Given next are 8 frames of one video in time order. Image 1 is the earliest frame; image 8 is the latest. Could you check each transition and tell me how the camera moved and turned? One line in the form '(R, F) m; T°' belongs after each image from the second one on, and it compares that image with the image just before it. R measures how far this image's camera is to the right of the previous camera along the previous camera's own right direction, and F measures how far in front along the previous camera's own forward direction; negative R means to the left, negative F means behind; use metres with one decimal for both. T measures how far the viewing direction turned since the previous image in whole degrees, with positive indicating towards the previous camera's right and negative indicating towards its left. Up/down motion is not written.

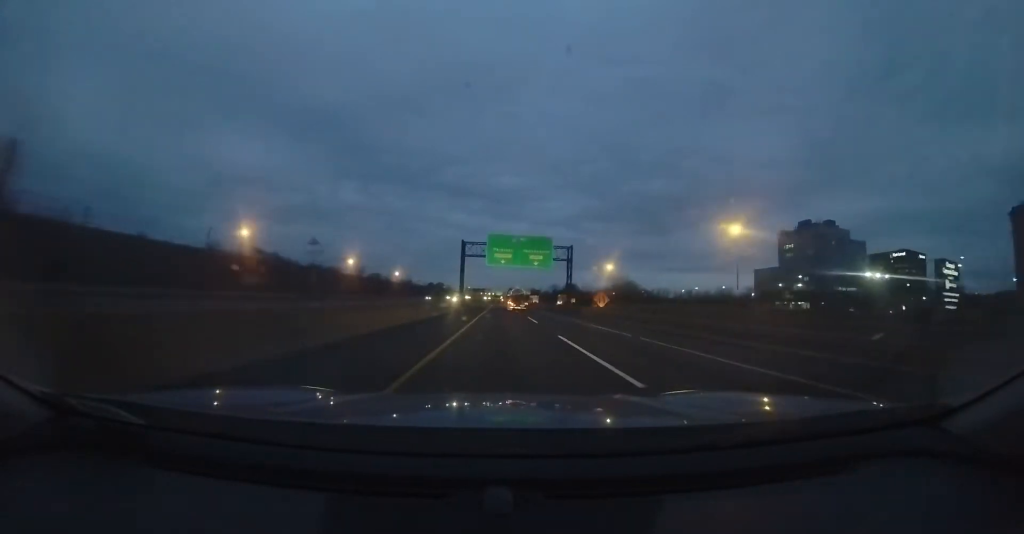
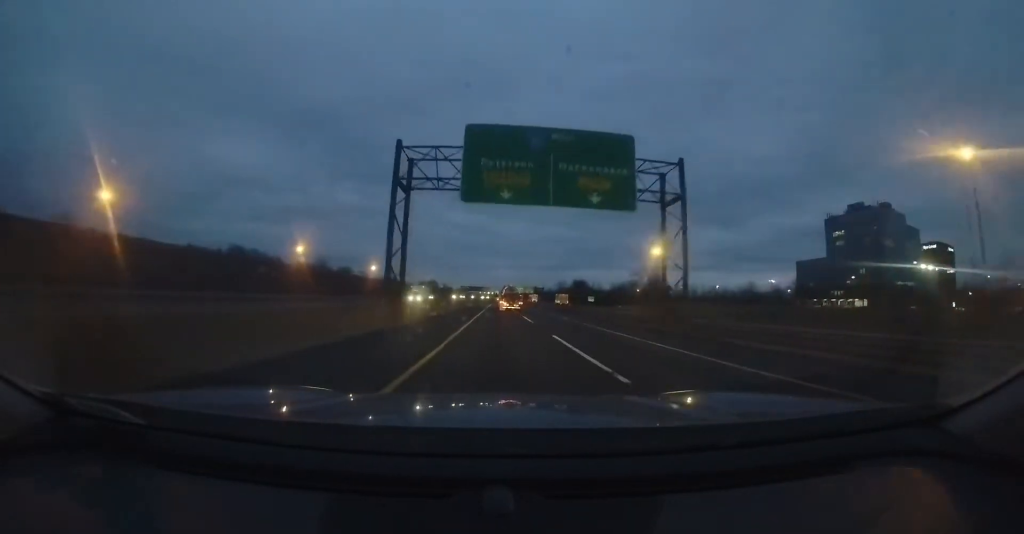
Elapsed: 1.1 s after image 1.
(+0.2, +30.3) m; 0°
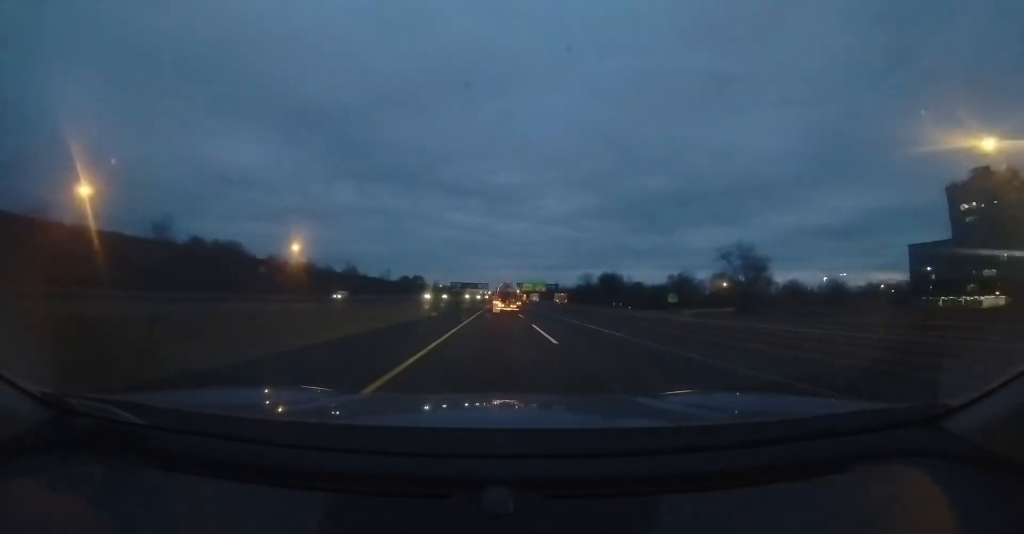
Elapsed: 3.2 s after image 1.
(-0.4, +55.5) m; -1°
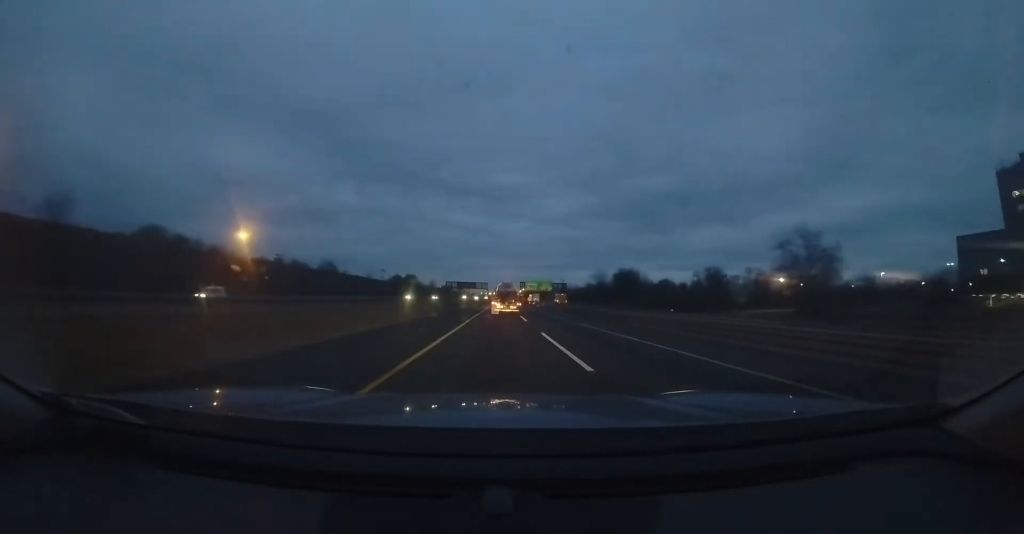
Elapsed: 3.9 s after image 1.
(0.0, +19.3) m; 0°
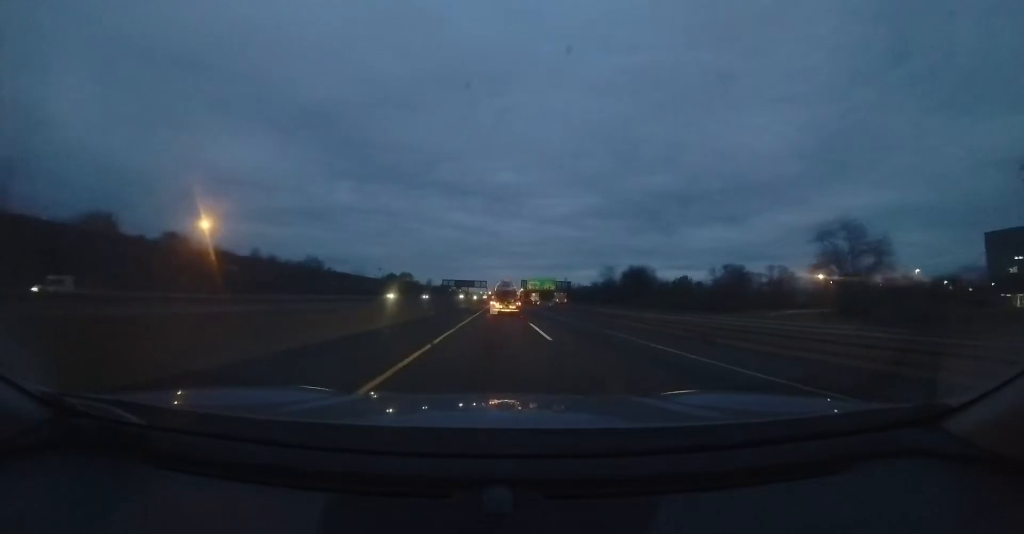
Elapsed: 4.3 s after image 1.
(+0.1, +10.5) m; 0°
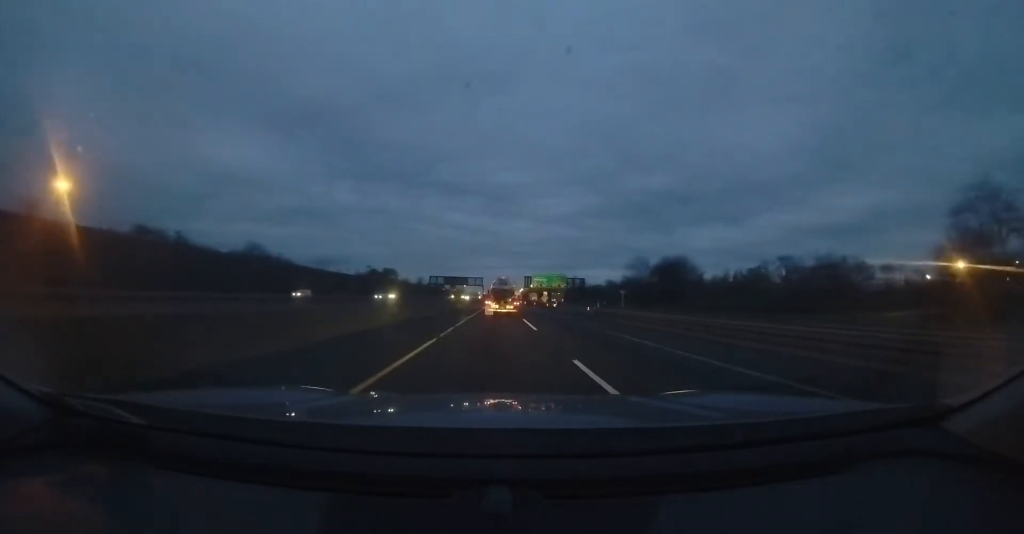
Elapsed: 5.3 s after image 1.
(-0.3, +26.8) m; 0°
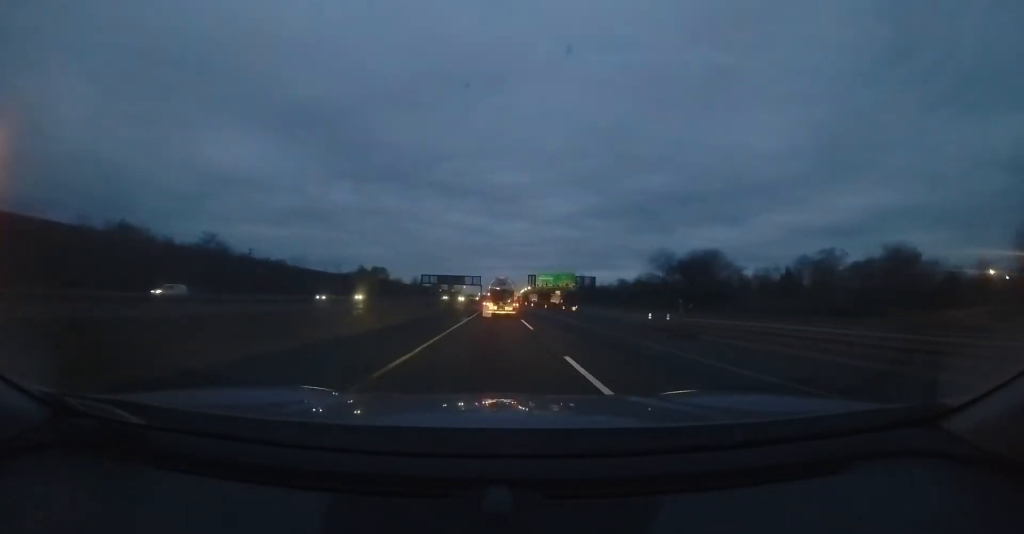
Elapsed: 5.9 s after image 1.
(+0.2, +14.5) m; 0°
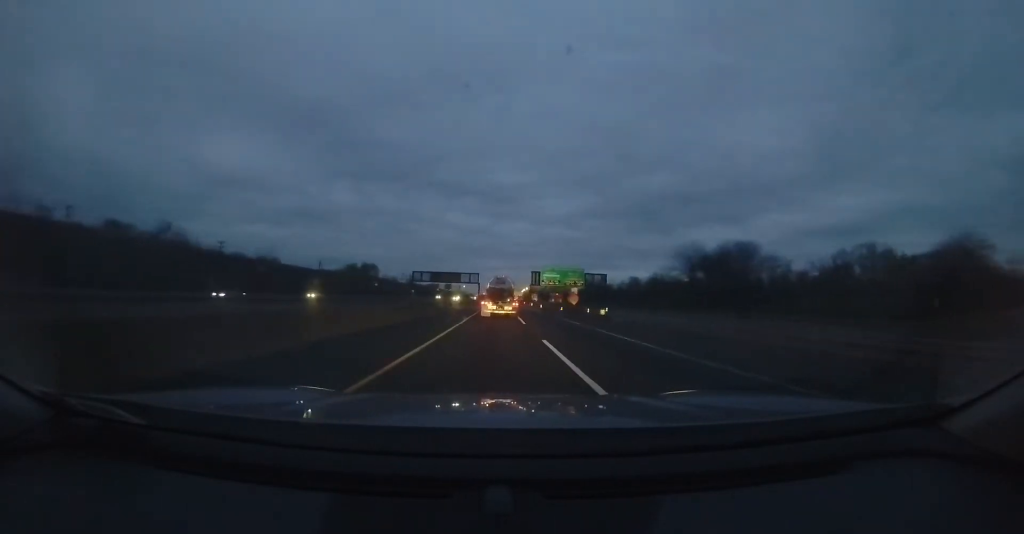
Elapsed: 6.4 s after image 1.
(+0.1, +11.9) m; 0°
